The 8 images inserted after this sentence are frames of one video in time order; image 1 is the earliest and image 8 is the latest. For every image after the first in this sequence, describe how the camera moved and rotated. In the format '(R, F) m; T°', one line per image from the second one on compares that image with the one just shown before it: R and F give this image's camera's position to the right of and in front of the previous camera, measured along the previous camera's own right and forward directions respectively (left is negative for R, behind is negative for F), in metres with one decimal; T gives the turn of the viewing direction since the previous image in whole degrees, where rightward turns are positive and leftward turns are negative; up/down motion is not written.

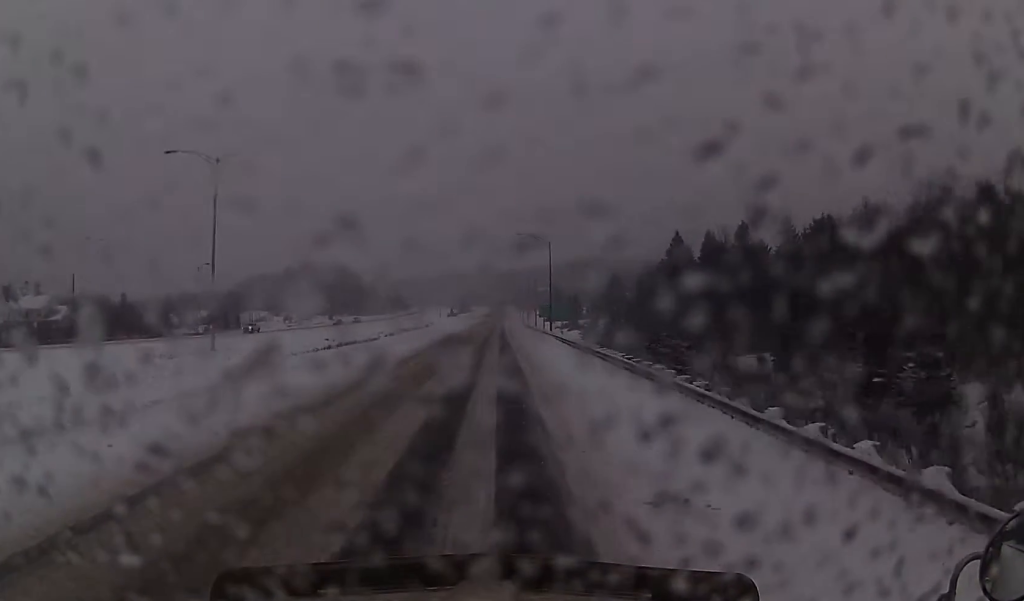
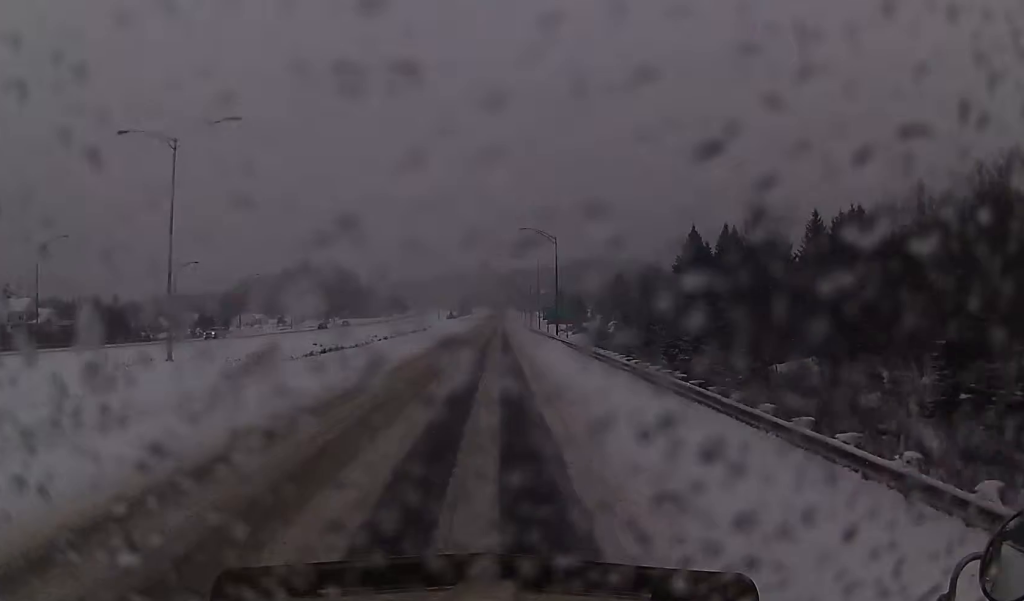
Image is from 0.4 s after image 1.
(-0.1, +8.6) m; 0°
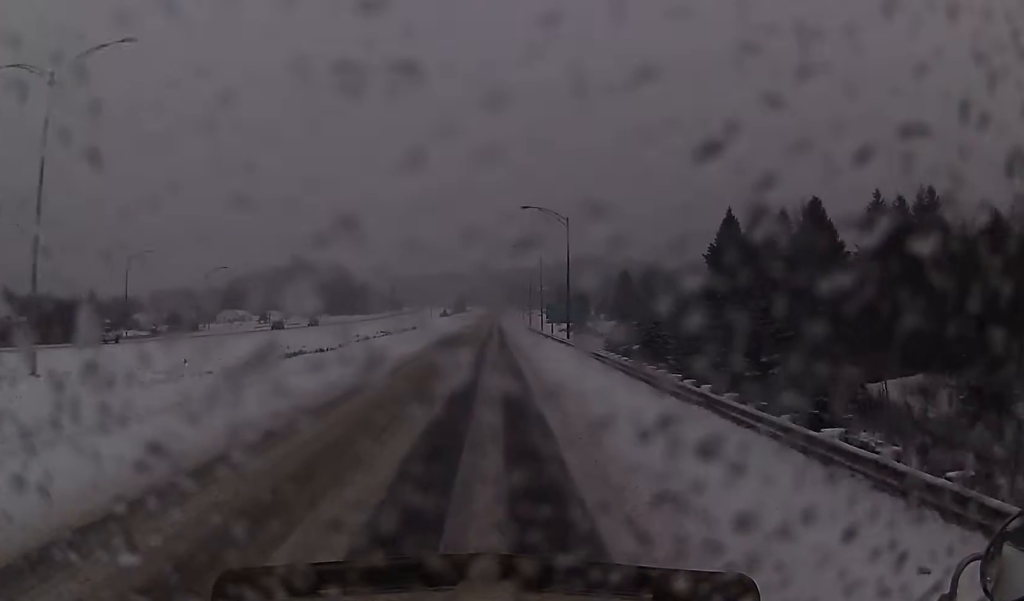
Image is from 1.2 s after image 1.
(-0.4, +16.6) m; 0°
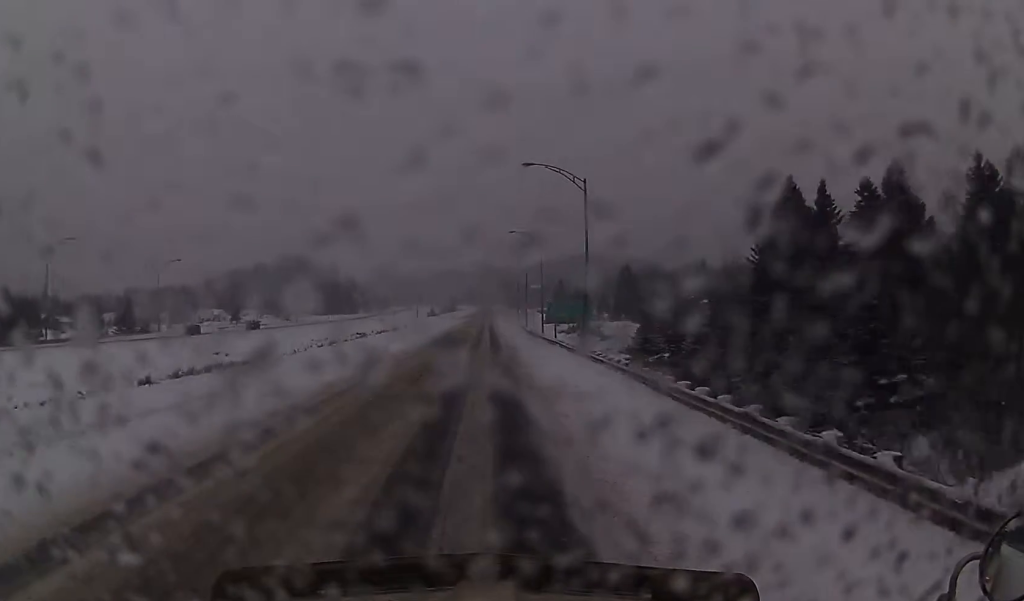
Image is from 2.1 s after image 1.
(+0.4, +19.3) m; +2°
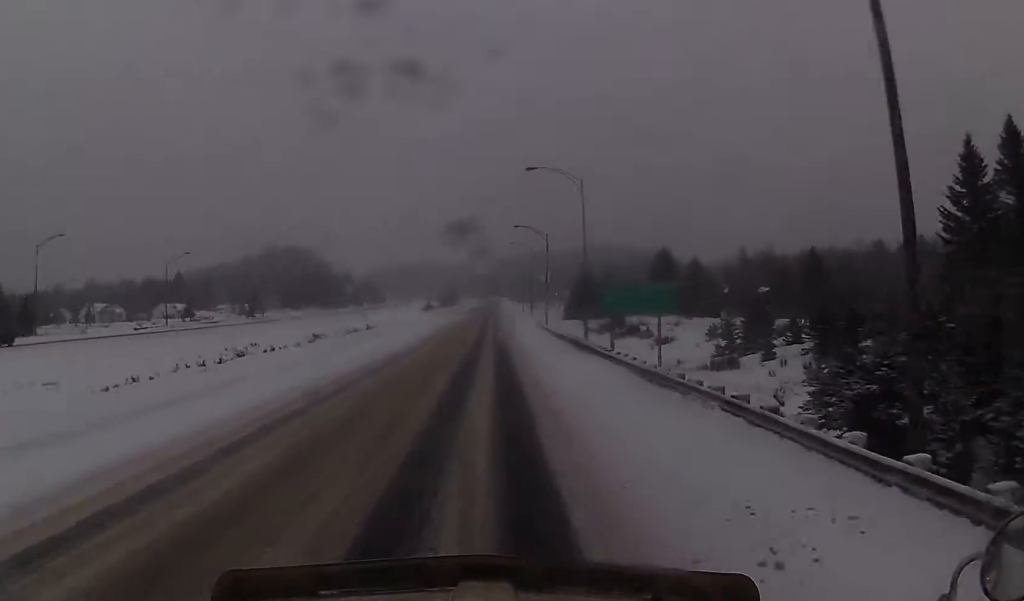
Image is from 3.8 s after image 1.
(-0.4, +38.3) m; -1°
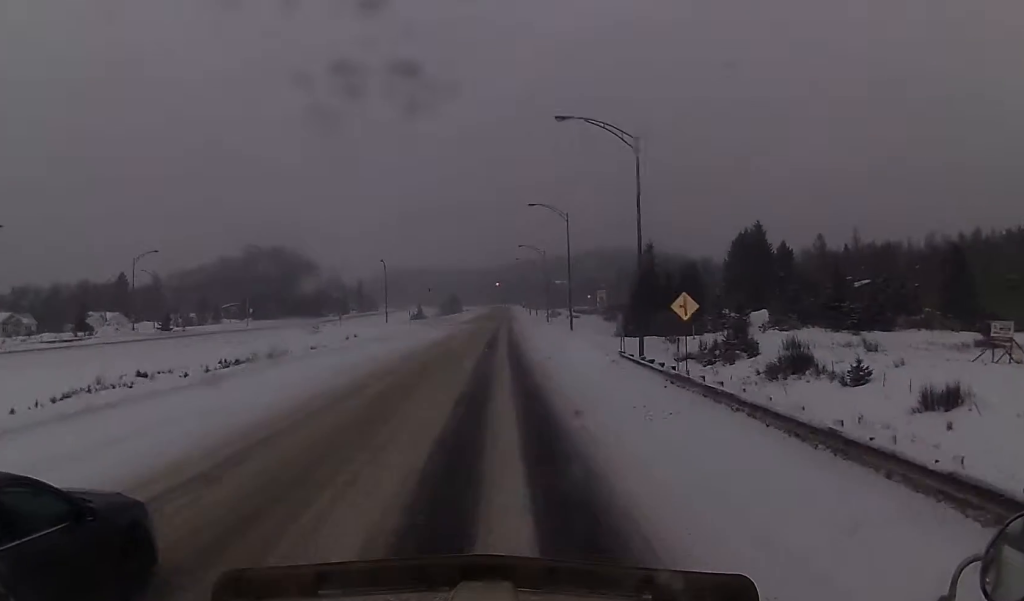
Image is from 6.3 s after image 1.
(0.0, +54.7) m; -1°
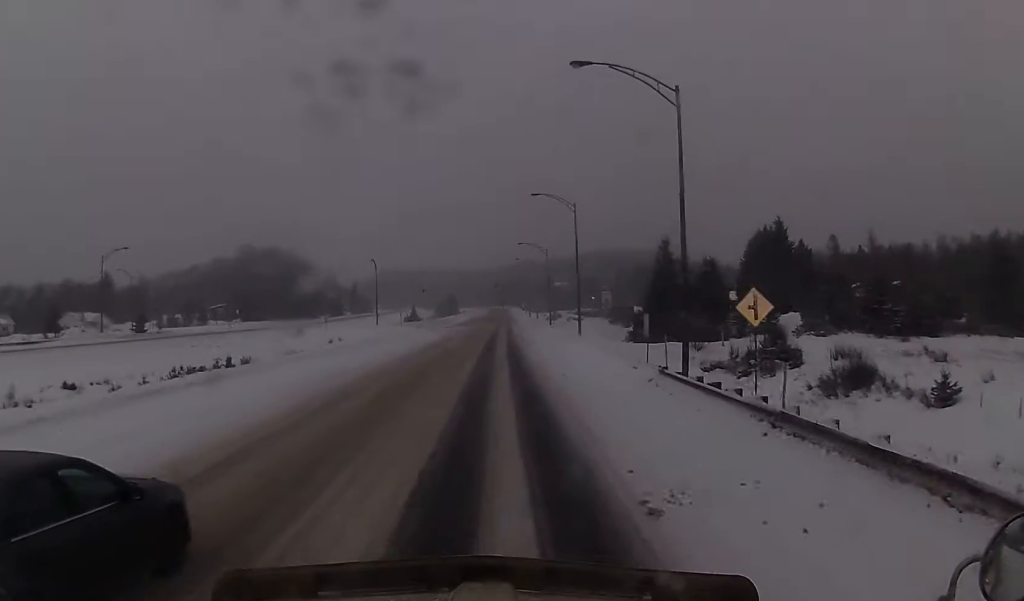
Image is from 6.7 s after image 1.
(-0.2, +9.2) m; +1°
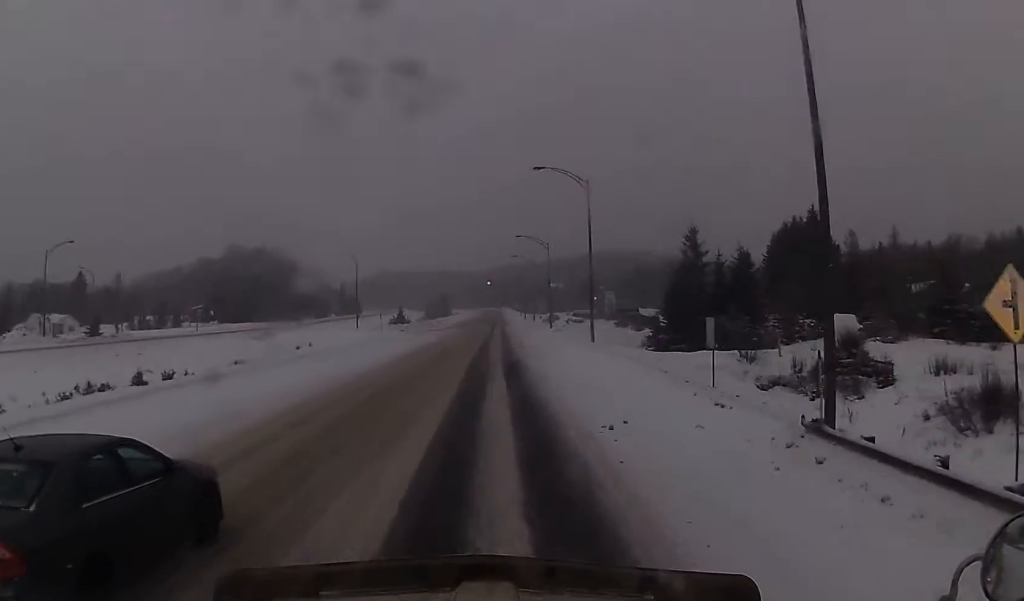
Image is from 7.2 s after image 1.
(-0.2, +13.1) m; +1°
